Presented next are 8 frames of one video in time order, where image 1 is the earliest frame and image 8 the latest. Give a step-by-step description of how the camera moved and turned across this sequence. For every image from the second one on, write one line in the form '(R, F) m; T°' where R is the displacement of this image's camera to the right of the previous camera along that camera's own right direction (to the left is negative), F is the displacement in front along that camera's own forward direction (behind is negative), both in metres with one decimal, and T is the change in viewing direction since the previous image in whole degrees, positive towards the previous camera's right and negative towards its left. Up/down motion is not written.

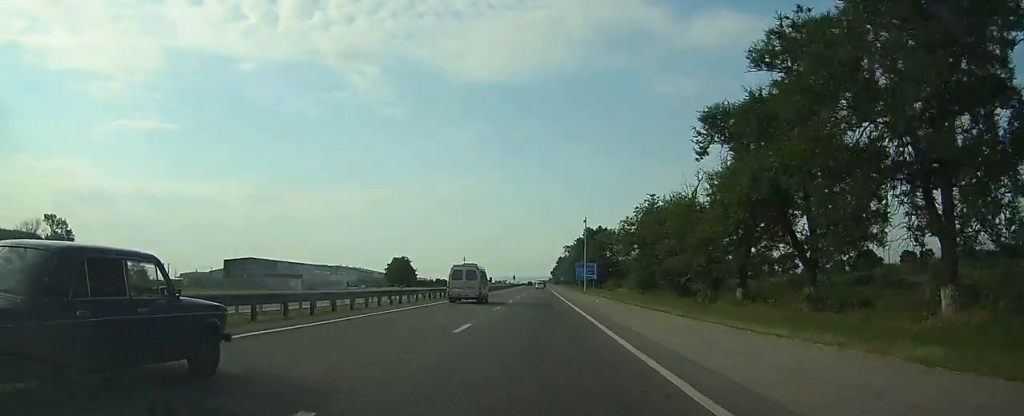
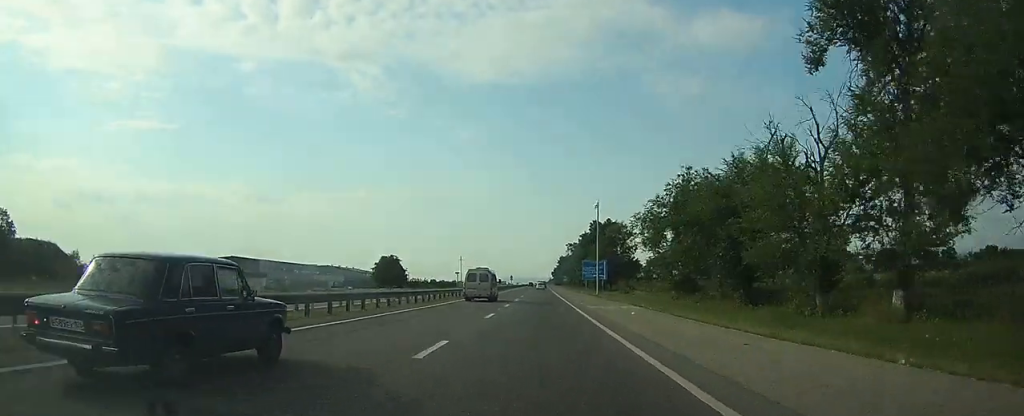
(0.0, +16.7) m; 0°
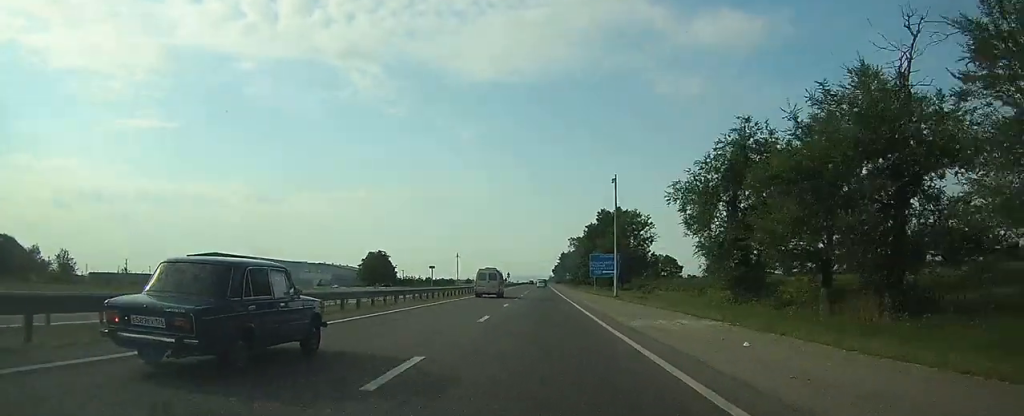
(0.0, +15.0) m; 0°
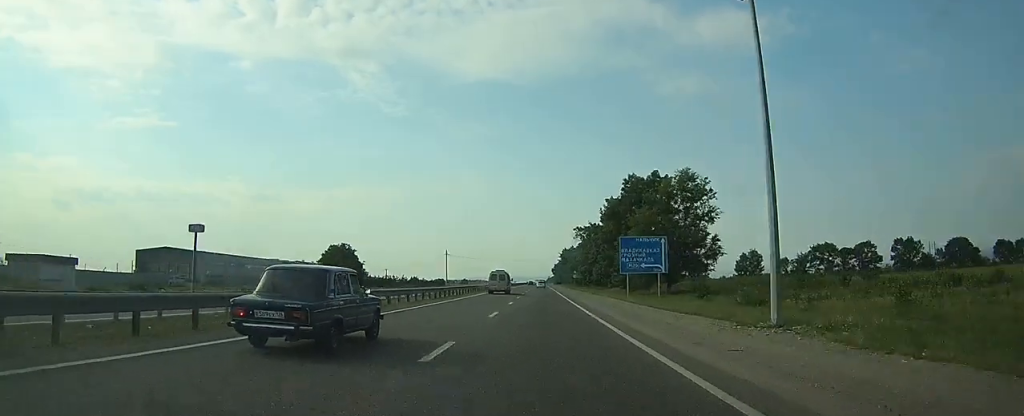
(+0.1, +33.4) m; 0°
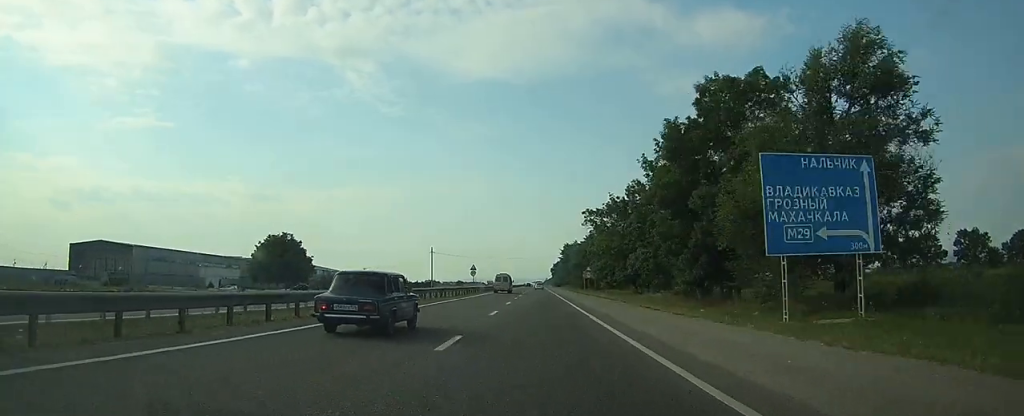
(+0.1, +34.4) m; 0°
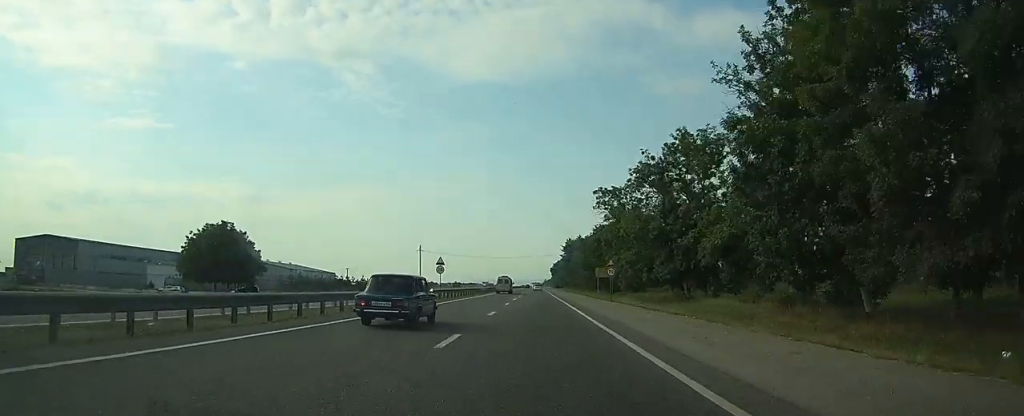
(0.0, +23.6) m; 0°
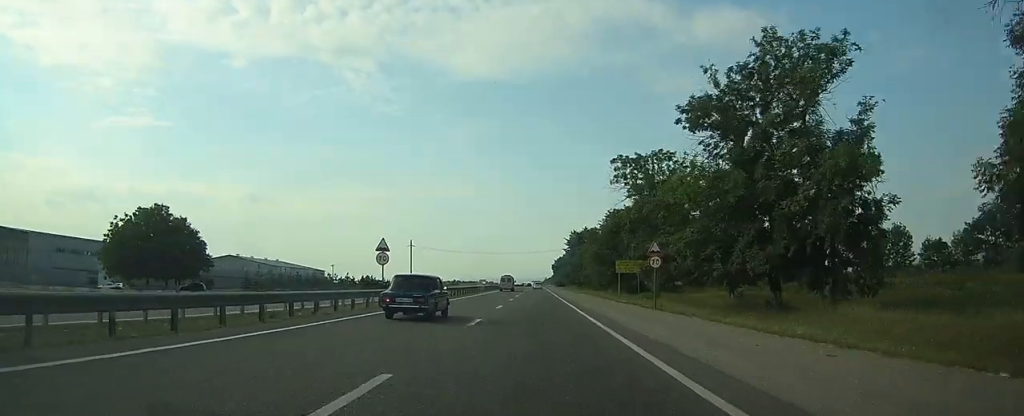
(0.0, +18.6) m; 0°
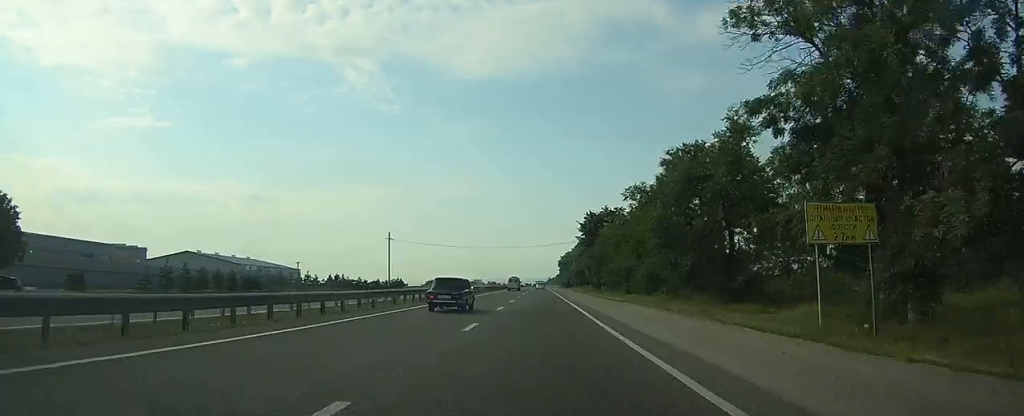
(-0.1, +38.0) m; 0°
